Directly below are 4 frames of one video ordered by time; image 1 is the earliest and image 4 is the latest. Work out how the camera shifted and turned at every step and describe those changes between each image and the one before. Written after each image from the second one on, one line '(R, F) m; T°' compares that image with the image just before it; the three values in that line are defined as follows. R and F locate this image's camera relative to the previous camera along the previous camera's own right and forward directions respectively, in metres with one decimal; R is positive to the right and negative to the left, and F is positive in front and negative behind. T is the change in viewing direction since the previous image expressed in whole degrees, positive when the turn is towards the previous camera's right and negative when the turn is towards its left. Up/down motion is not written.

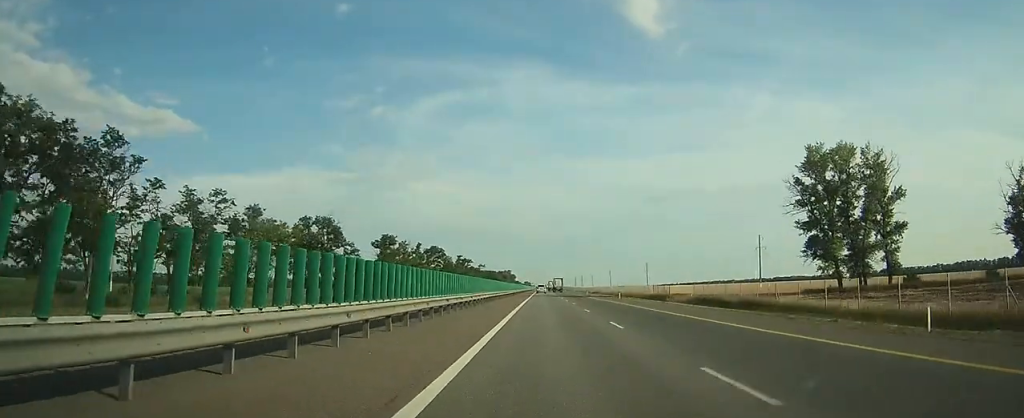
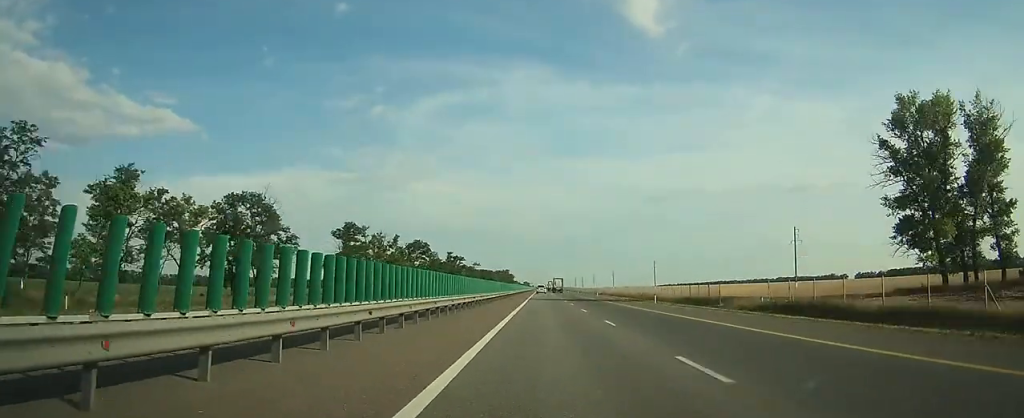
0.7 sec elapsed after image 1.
(0.0, +22.5) m; 0°
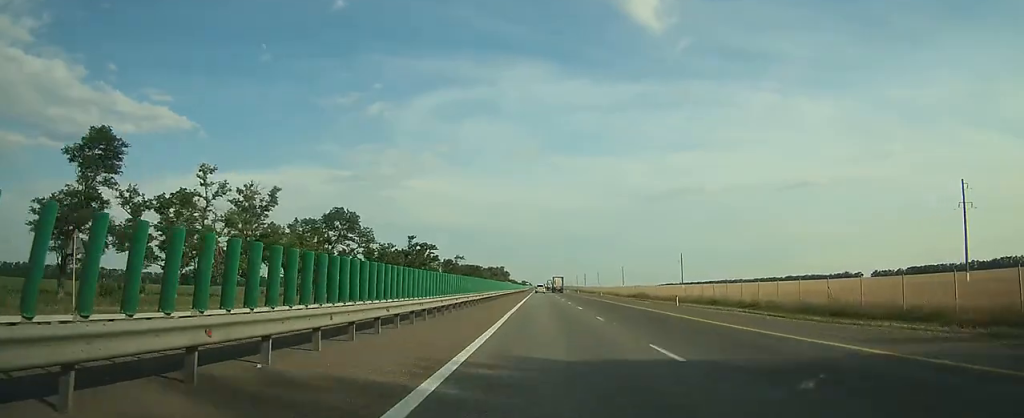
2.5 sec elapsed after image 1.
(0.0, +58.0) m; 0°
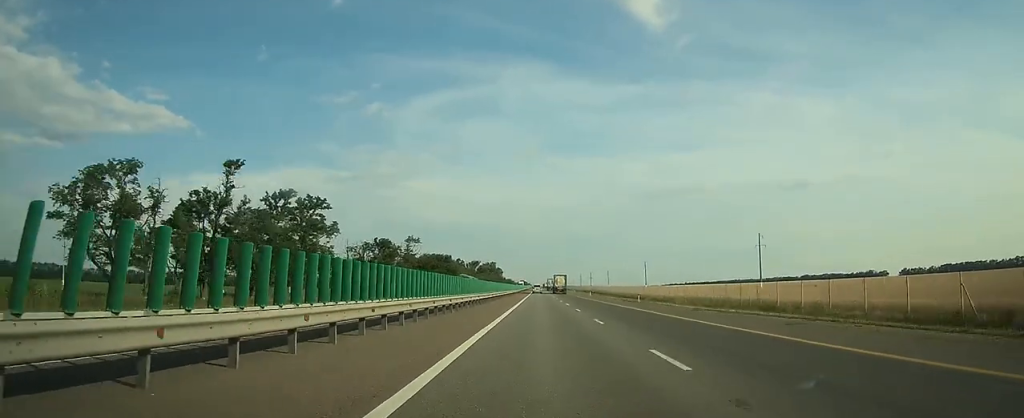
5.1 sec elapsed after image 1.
(-0.4, +84.1) m; 0°
